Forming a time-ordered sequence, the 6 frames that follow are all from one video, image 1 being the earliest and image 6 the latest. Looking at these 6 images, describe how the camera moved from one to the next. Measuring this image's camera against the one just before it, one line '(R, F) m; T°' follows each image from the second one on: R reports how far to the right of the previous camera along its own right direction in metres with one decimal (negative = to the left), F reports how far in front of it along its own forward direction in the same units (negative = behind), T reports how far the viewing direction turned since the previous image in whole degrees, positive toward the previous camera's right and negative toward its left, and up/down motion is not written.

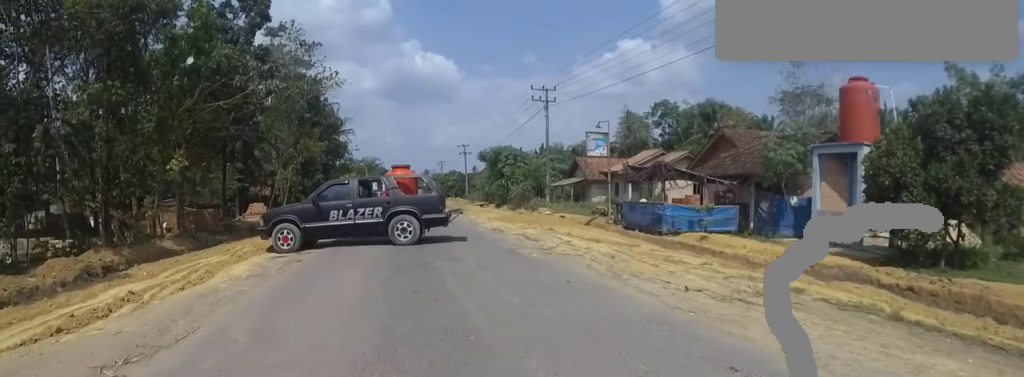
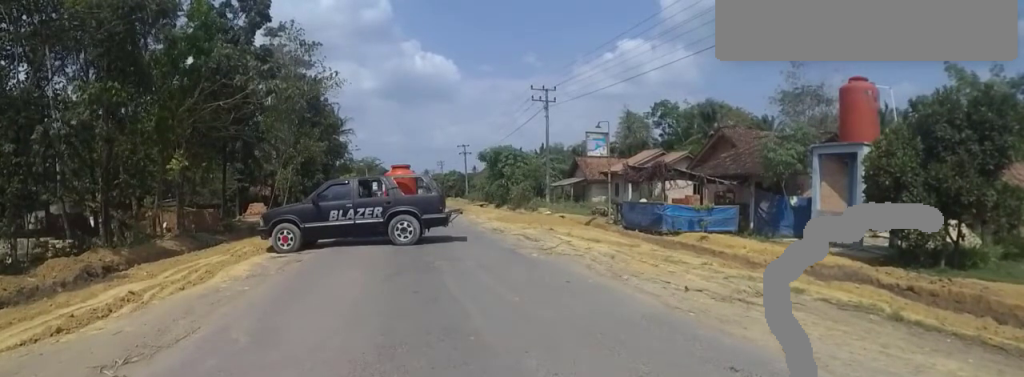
(0.0, 0.0) m; 0°
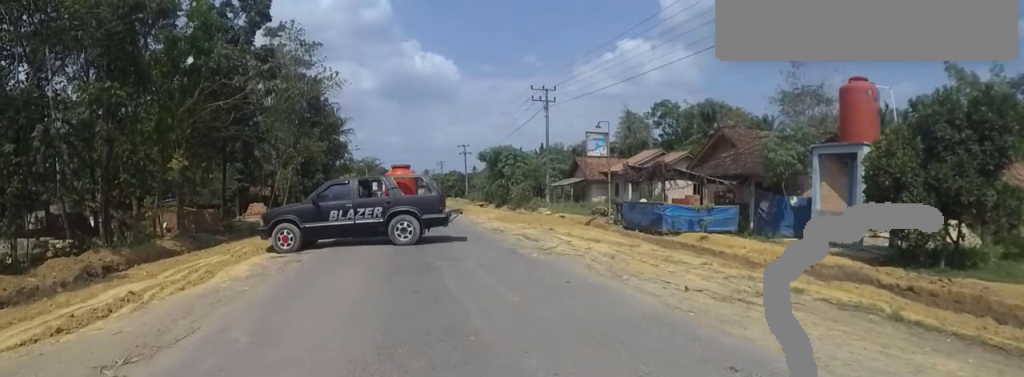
(0.0, 0.0) m; 0°
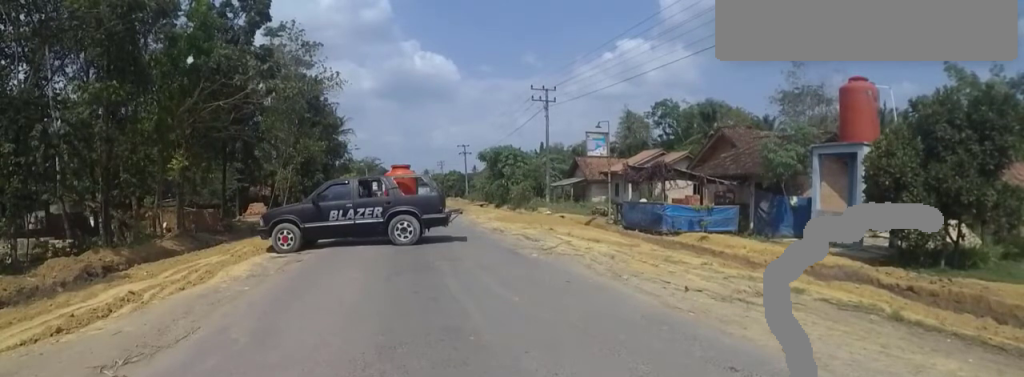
(0.0, 0.0) m; 0°
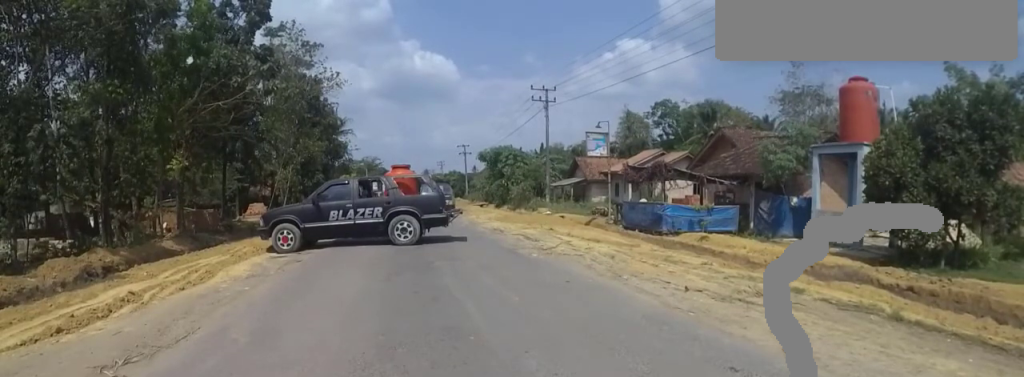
(0.0, 0.0) m; 0°
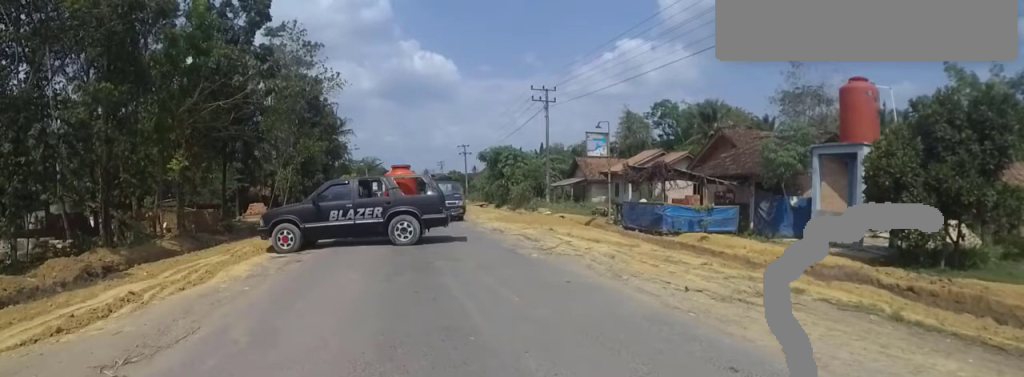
(0.0, +0.1) m; 0°
